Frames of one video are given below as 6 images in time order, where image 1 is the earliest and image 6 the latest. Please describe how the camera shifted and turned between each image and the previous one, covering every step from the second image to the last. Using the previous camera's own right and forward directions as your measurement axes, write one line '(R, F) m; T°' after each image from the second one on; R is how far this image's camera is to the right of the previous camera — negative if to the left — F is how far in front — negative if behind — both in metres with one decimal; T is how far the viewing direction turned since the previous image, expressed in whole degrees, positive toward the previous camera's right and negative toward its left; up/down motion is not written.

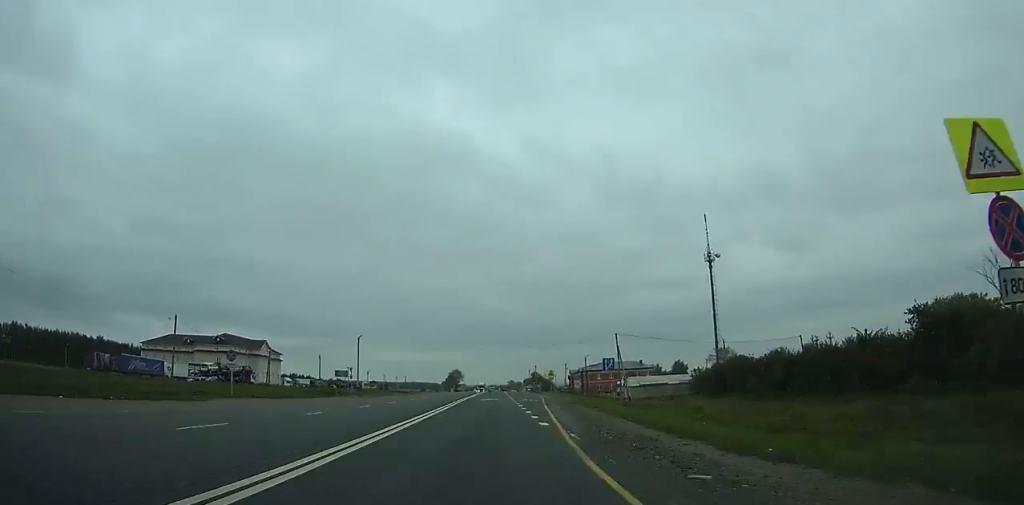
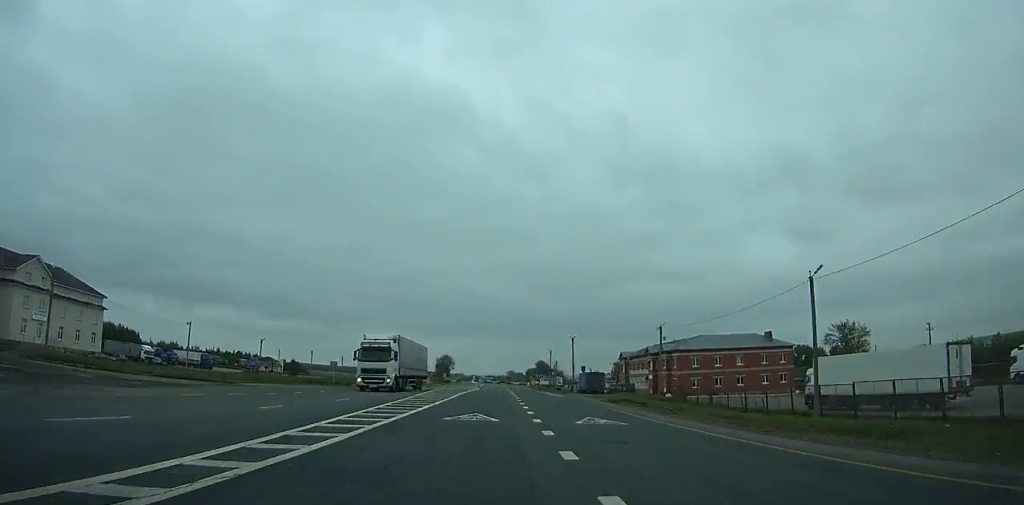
(-0.1, +91.0) m; 0°
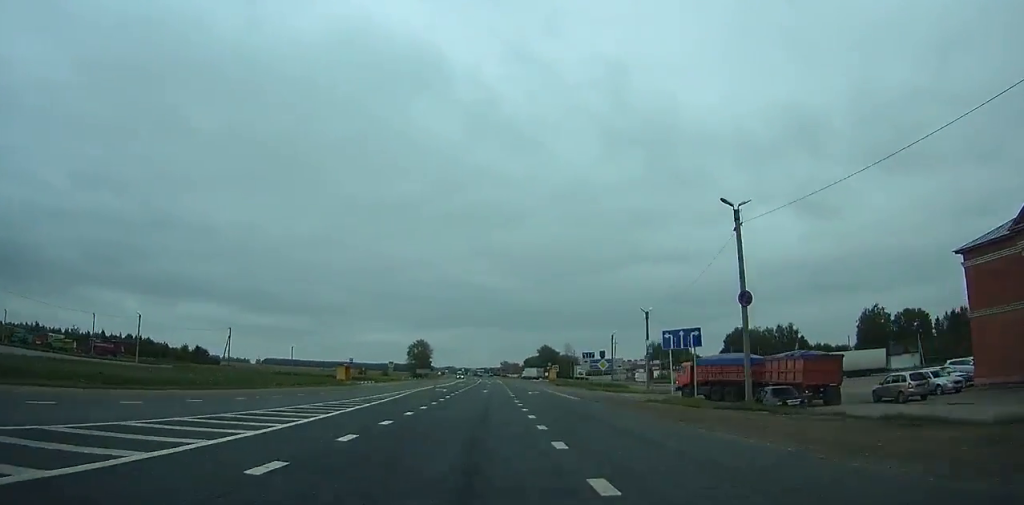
(0.0, +100.2) m; 0°
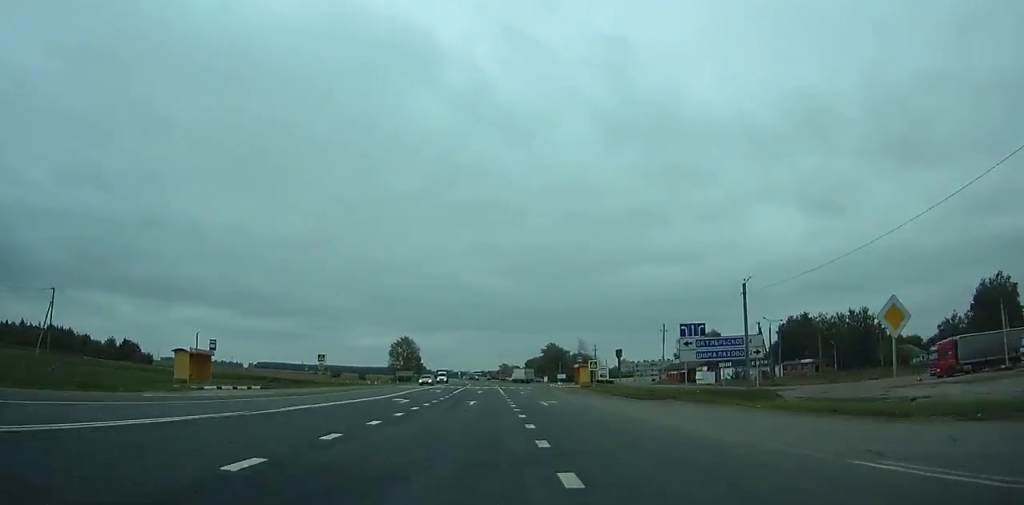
(+0.5, +46.3) m; 0°
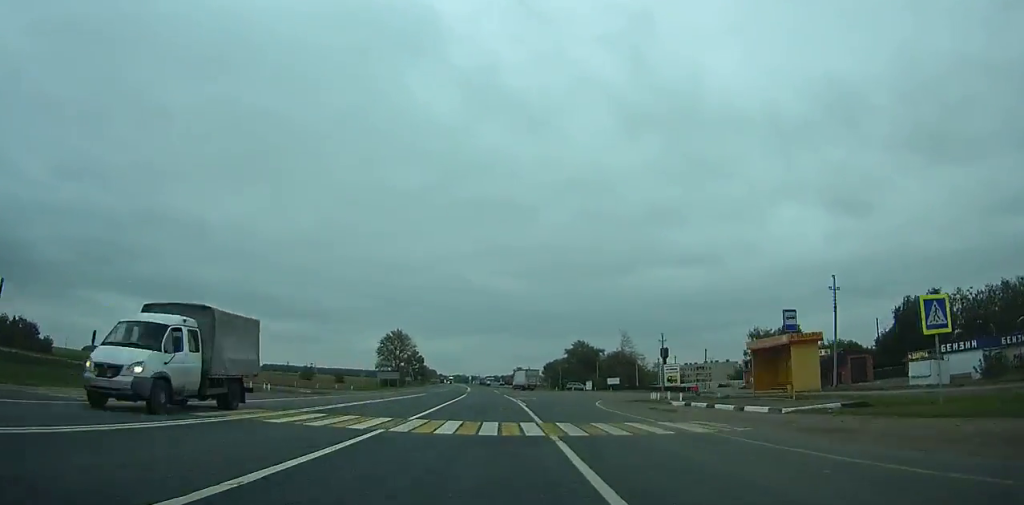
(-0.3, +54.3) m; -1°
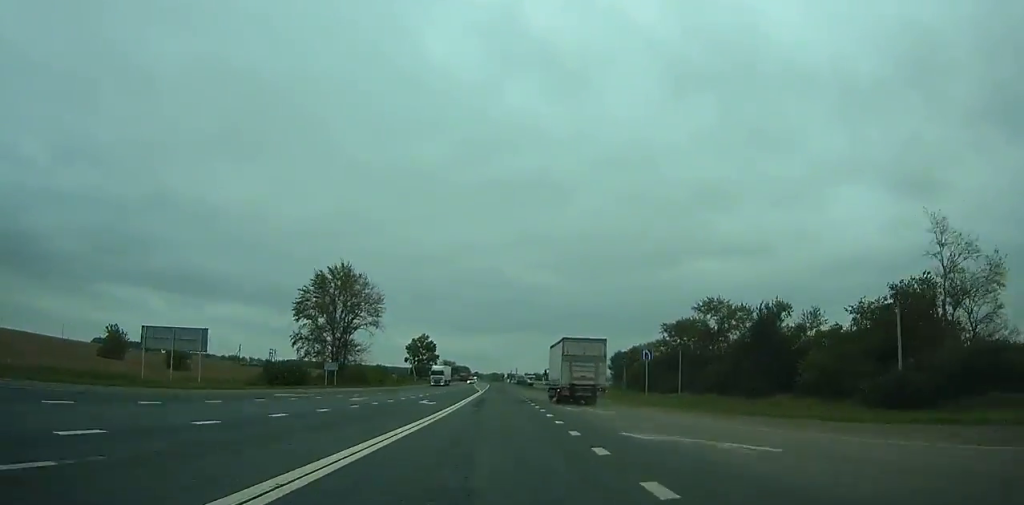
(-2.4, +114.4) m; -3°
